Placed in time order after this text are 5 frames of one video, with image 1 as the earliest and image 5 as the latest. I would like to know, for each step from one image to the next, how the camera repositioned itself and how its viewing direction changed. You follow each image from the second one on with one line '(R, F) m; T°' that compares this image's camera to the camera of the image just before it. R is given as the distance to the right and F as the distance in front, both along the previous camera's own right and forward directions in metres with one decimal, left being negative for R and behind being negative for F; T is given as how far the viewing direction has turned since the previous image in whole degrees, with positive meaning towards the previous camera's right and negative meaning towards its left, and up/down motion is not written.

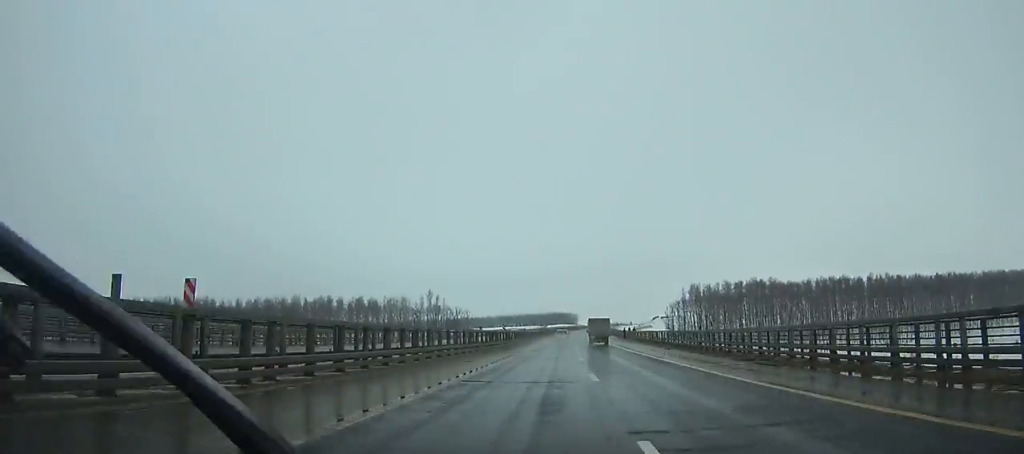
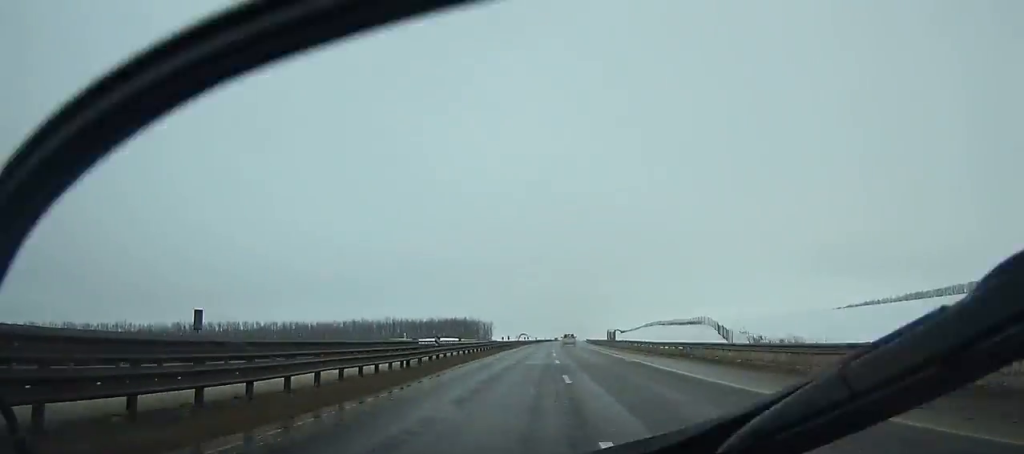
(+15.7, +262.7) m; +7°
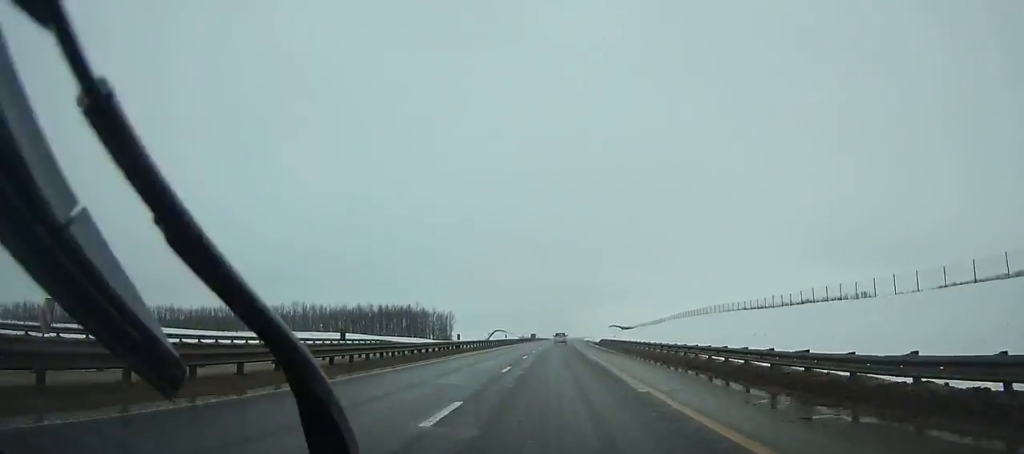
(+2.0, +103.7) m; +2°
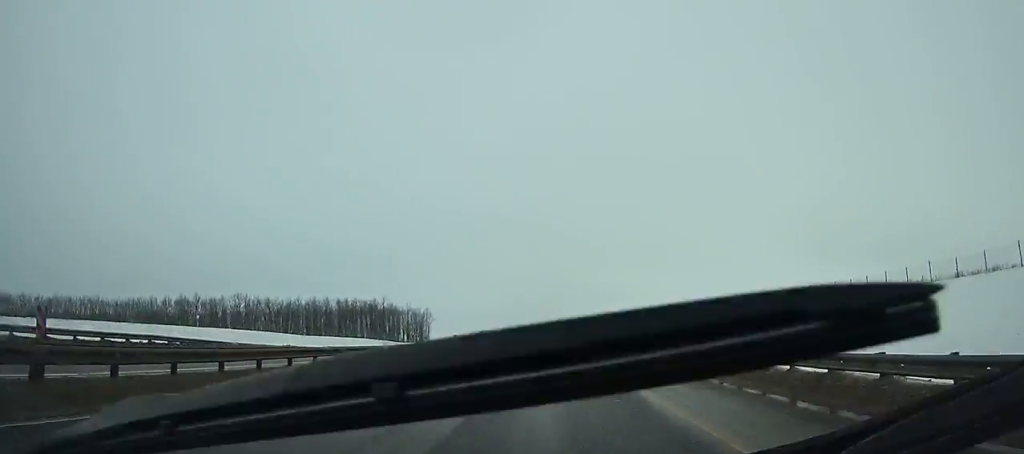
(+0.1, +40.9) m; 0°
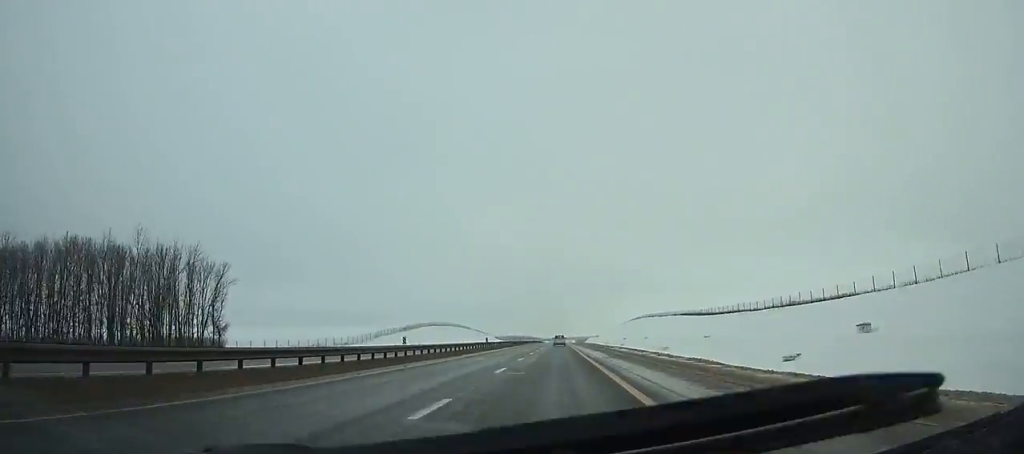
(+0.4, +172.9) m; 0°
